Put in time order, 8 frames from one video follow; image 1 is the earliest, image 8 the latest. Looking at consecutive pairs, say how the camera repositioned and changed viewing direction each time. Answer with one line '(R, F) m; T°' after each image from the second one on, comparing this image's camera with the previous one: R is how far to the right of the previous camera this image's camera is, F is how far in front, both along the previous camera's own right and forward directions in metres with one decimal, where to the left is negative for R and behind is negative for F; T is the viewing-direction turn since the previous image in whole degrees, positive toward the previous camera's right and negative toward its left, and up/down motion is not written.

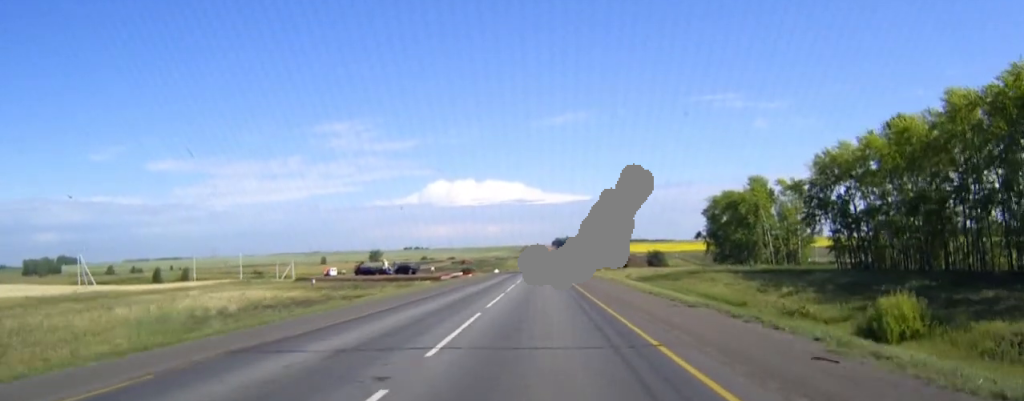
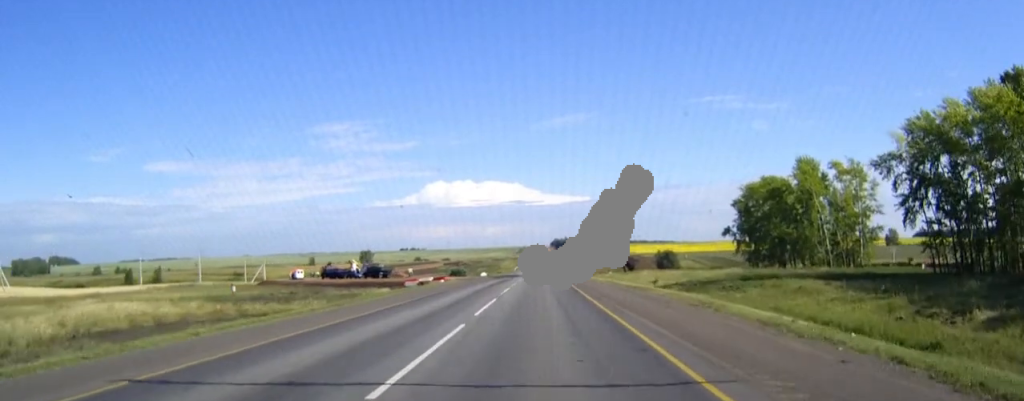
(0.0, +27.4) m; 0°
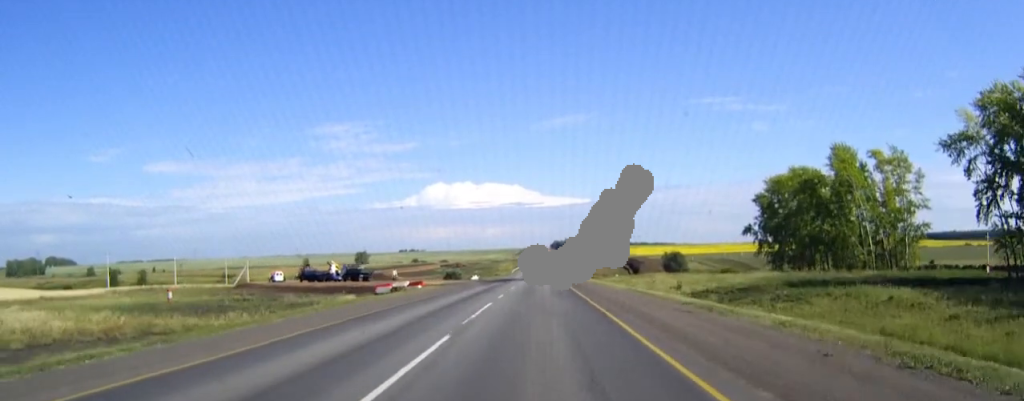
(0.0, +14.3) m; 0°
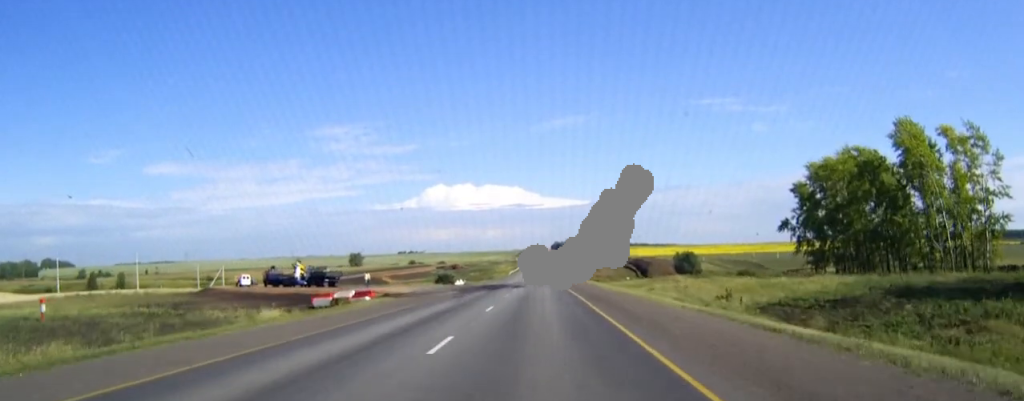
(0.0, +19.3) m; 0°
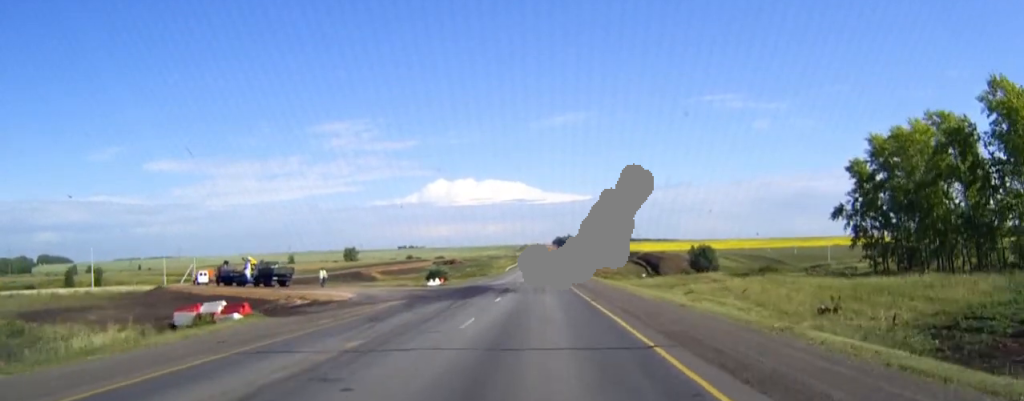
(-0.1, +19.9) m; 0°
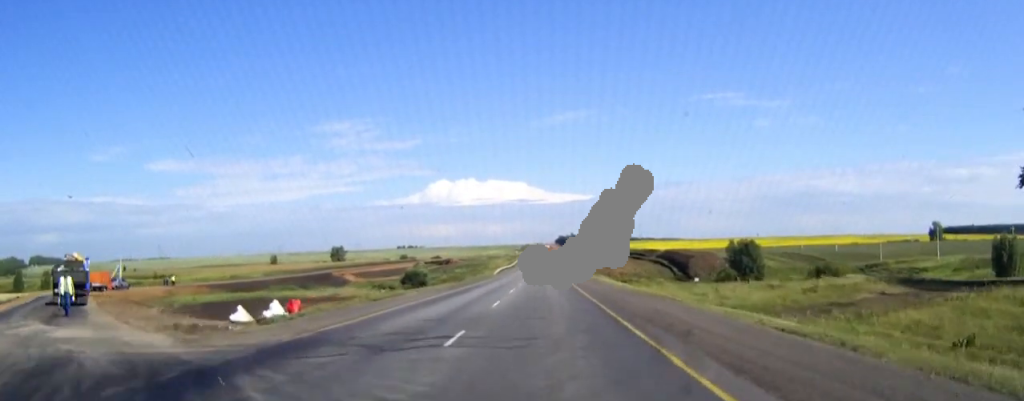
(-0.1, +39.7) m; 0°
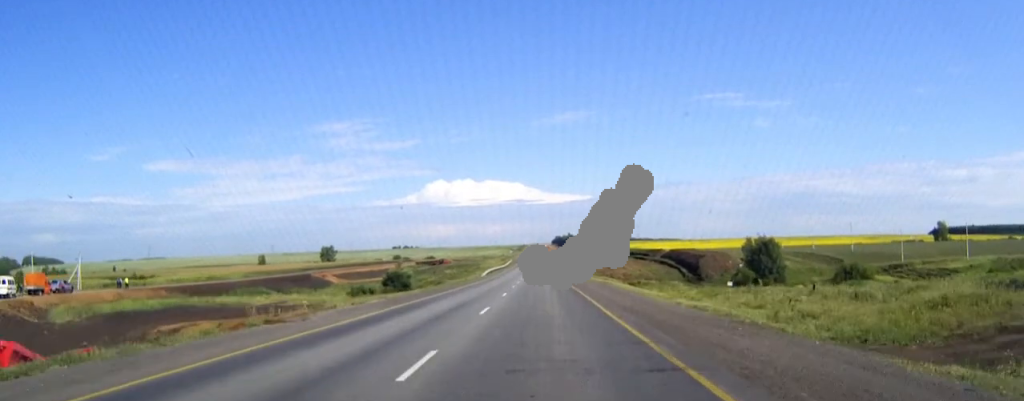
(0.0, +15.7) m; 0°
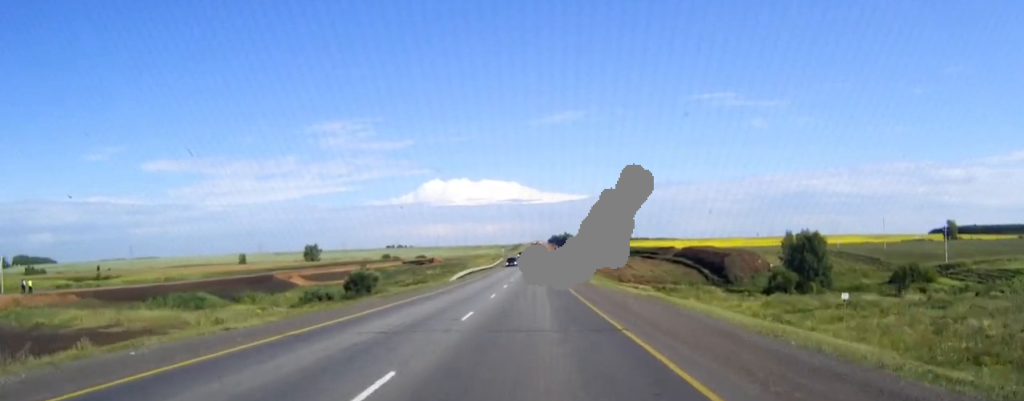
(+0.1, +26.3) m; 0°
